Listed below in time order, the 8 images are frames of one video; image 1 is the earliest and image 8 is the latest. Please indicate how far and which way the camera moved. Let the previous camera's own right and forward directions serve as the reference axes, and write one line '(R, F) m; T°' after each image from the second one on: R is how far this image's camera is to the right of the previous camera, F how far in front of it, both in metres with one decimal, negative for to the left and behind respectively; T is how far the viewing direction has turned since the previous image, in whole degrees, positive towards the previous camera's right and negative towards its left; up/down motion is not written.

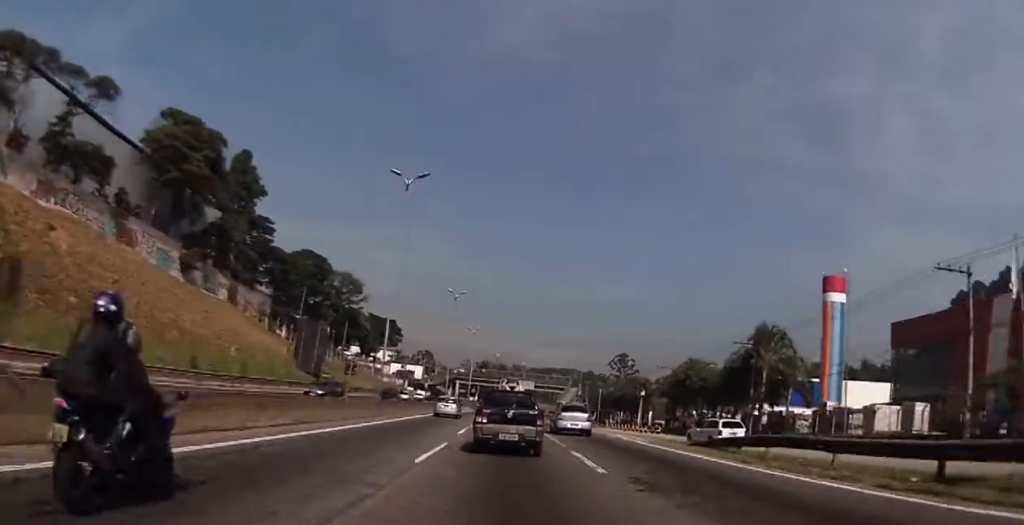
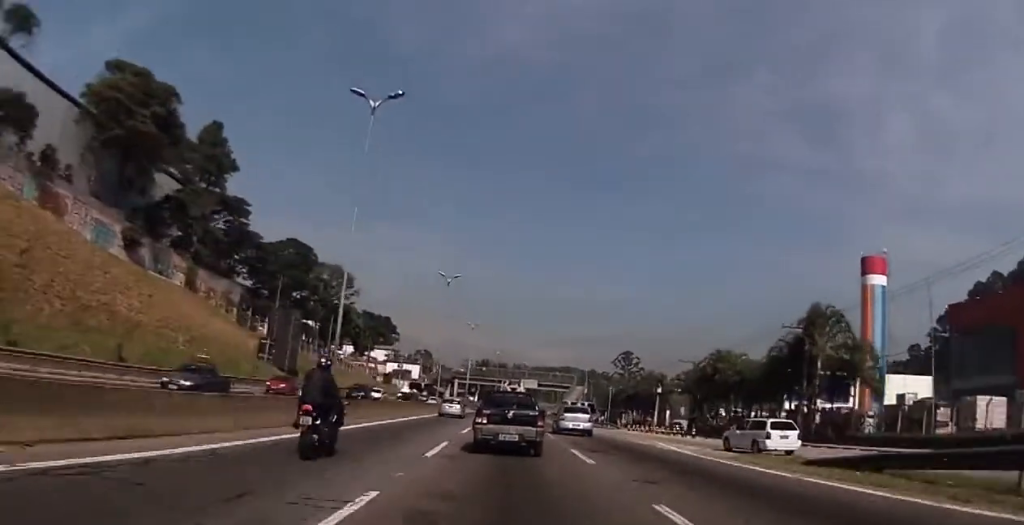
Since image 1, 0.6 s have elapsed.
(+0.2, +10.4) m; 0°
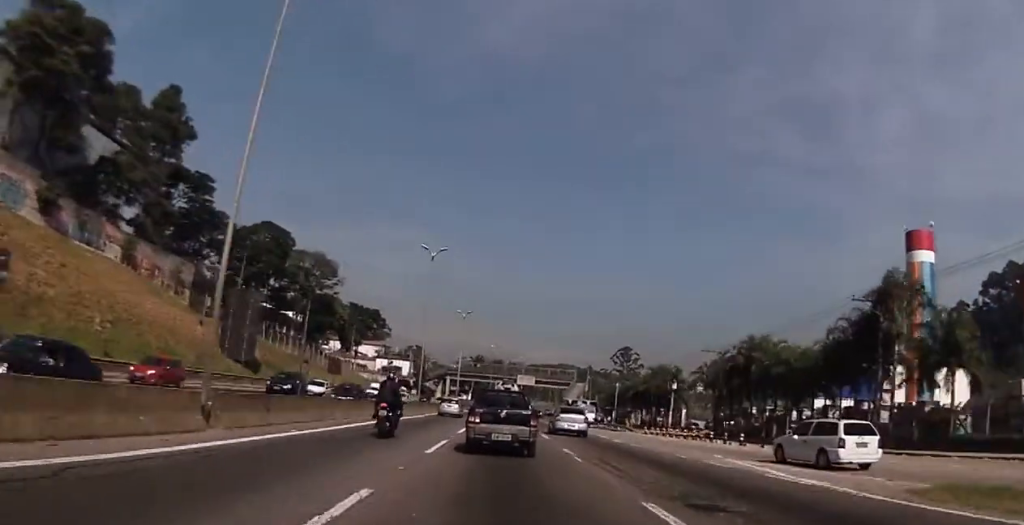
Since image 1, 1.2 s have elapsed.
(+0.1, +11.0) m; 0°
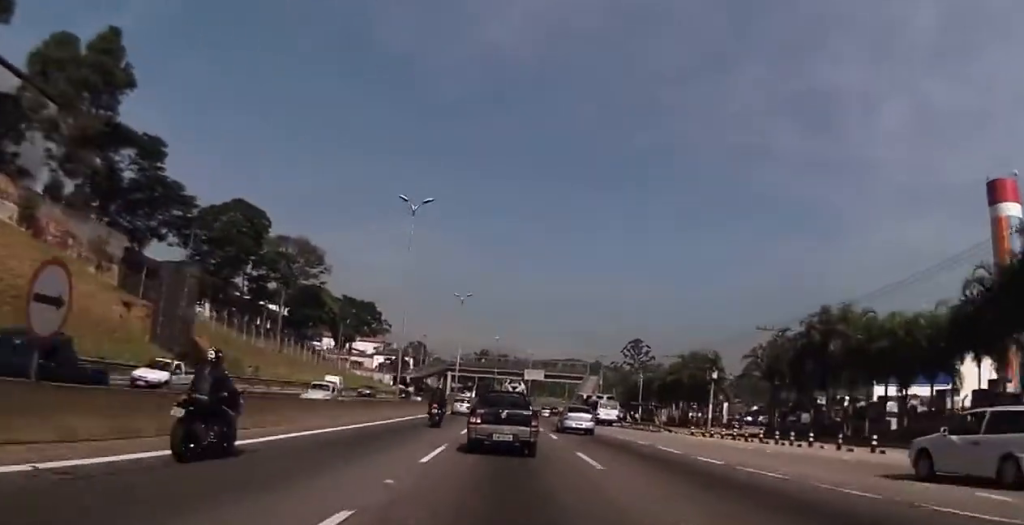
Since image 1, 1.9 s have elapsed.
(-0.3, +14.1) m; 0°
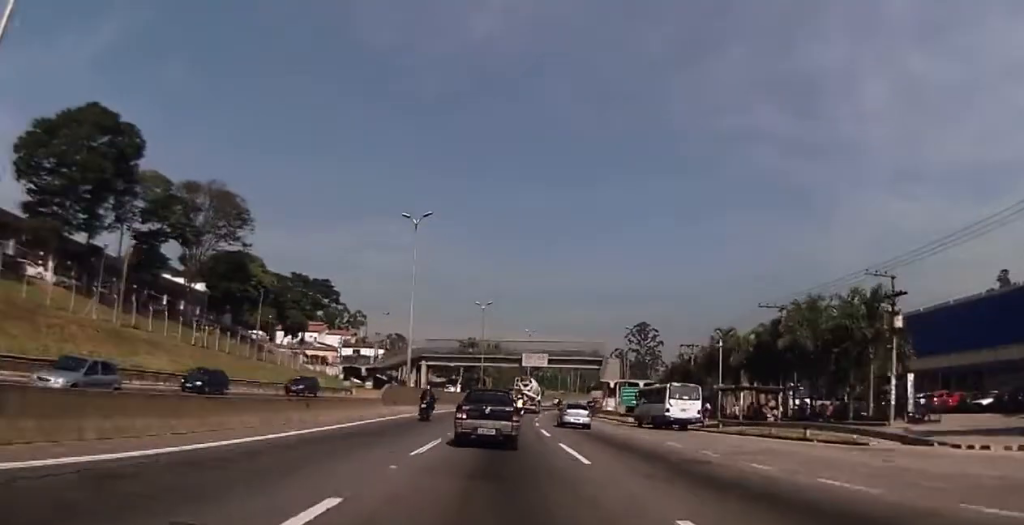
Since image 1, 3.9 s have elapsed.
(0.0, +35.7) m; -1°
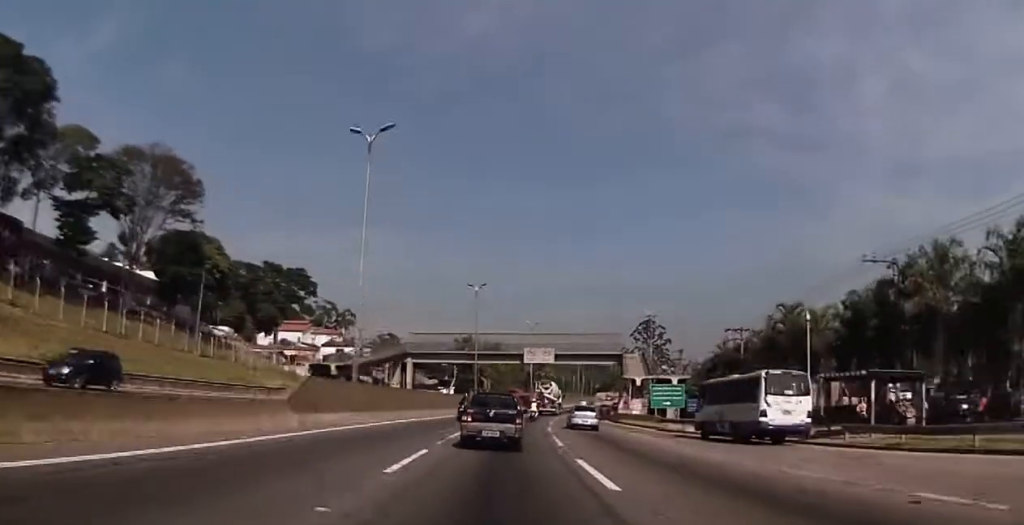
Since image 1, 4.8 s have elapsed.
(0.0, +16.2) m; +1°
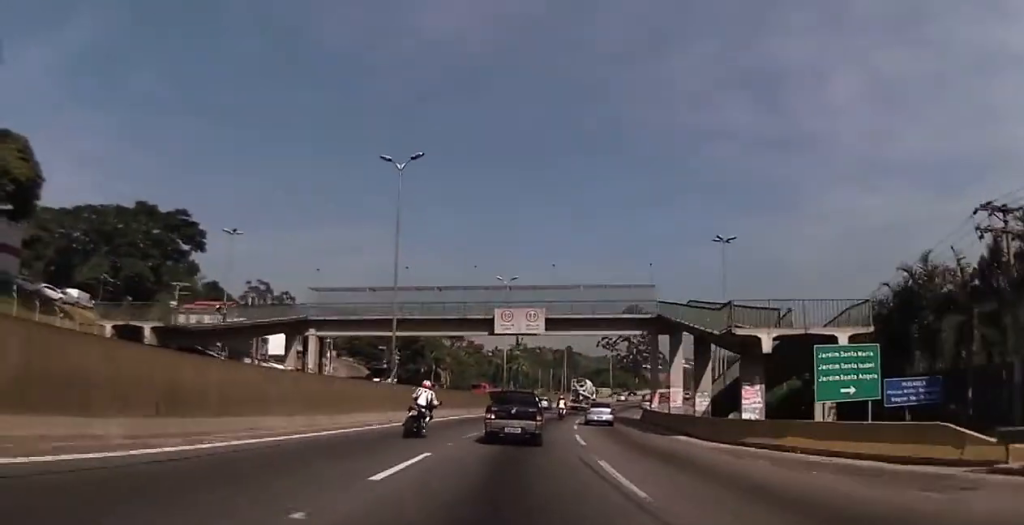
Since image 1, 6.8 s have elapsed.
(+0.1, +36.9) m; 0°
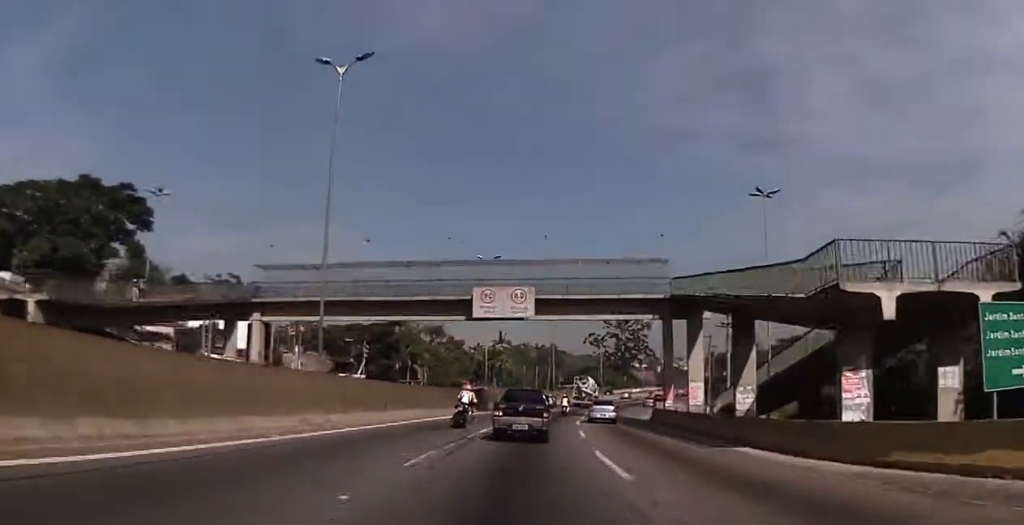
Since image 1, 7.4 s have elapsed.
(+0.1, +10.3) m; +1°
